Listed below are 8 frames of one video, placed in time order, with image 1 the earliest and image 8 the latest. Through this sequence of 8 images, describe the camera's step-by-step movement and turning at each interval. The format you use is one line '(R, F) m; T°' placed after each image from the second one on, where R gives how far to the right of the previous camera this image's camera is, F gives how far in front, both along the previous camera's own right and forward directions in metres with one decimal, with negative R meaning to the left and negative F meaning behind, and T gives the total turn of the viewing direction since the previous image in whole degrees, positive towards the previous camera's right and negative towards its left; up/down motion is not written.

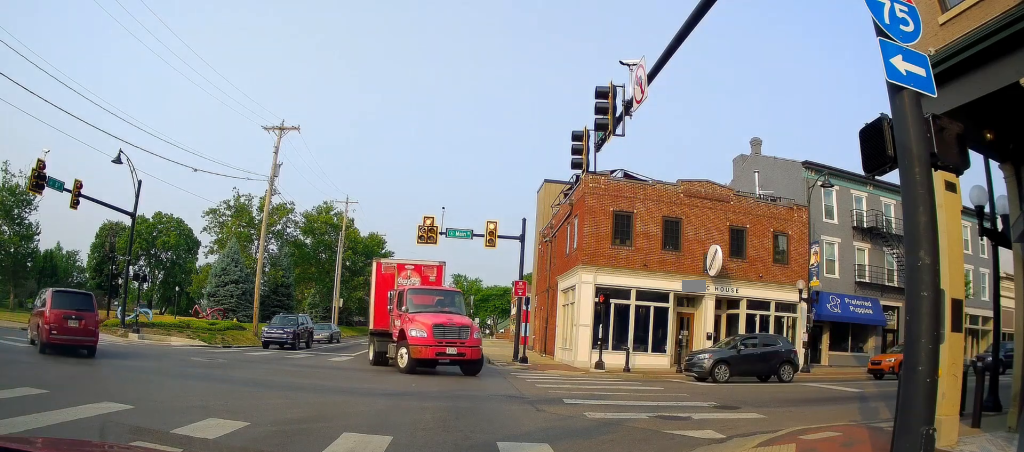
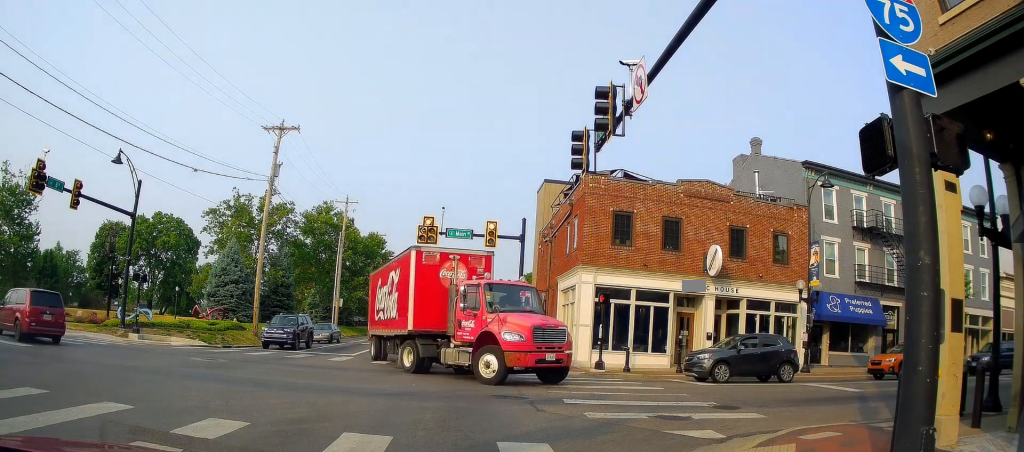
(0.0, 0.0) m; 0°
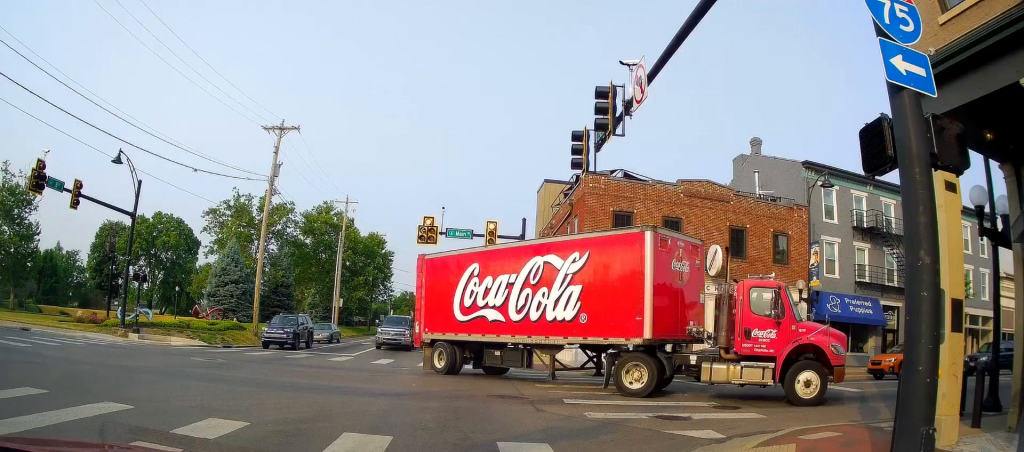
(0.0, 0.0) m; 0°
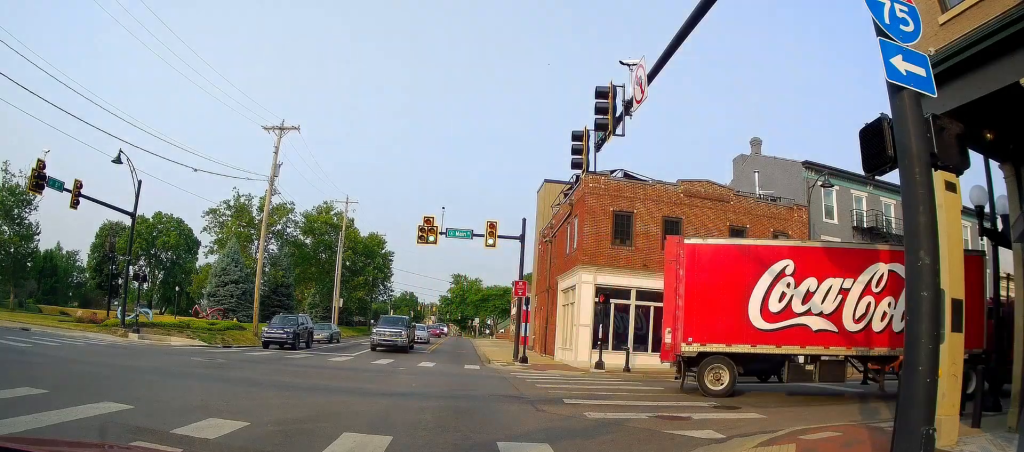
(0.0, 0.0) m; 0°
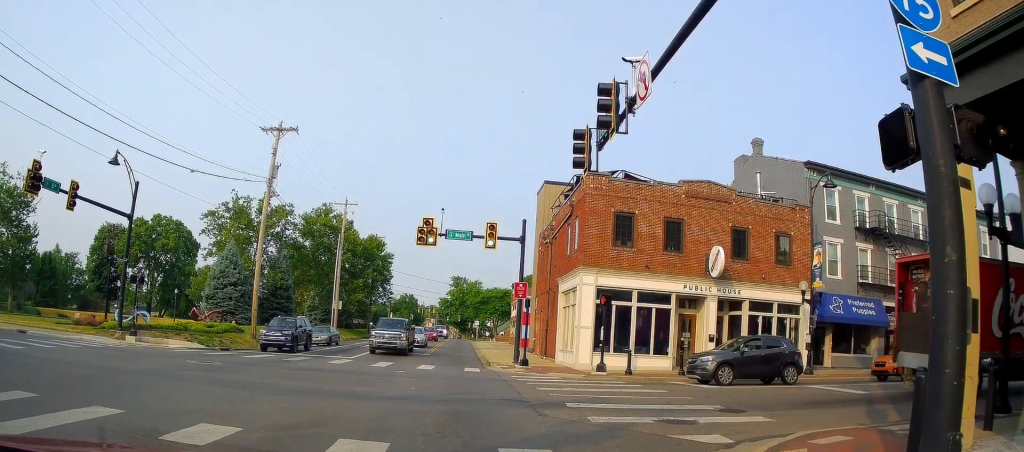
(0.0, 0.0) m; 0°
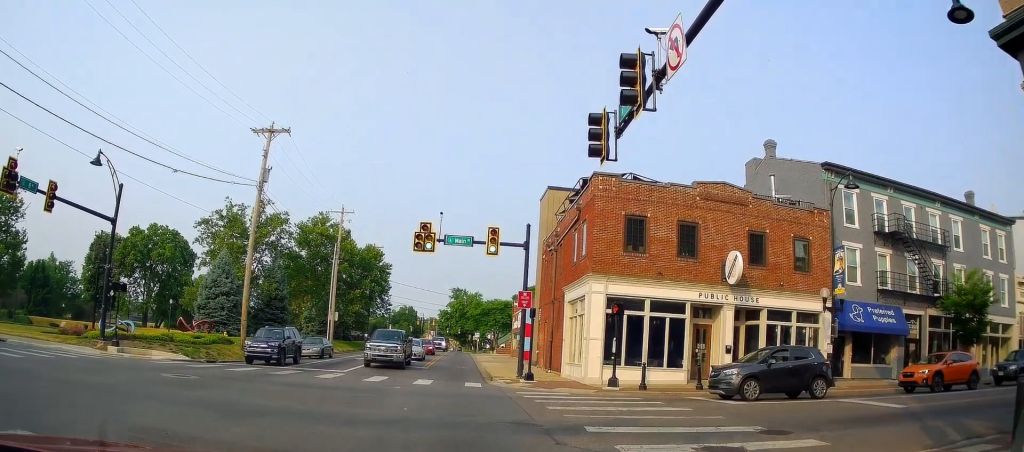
(-0.1, +0.3) m; -1°
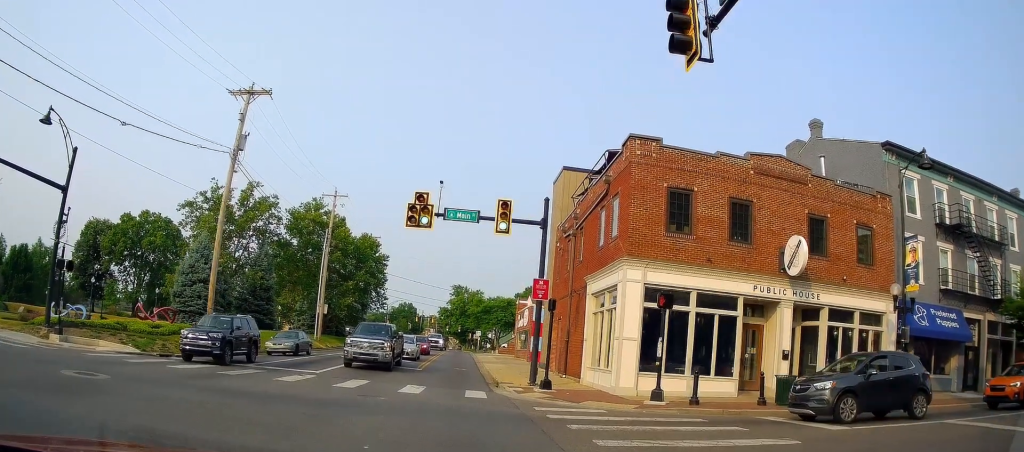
(-0.2, +2.1) m; -5°
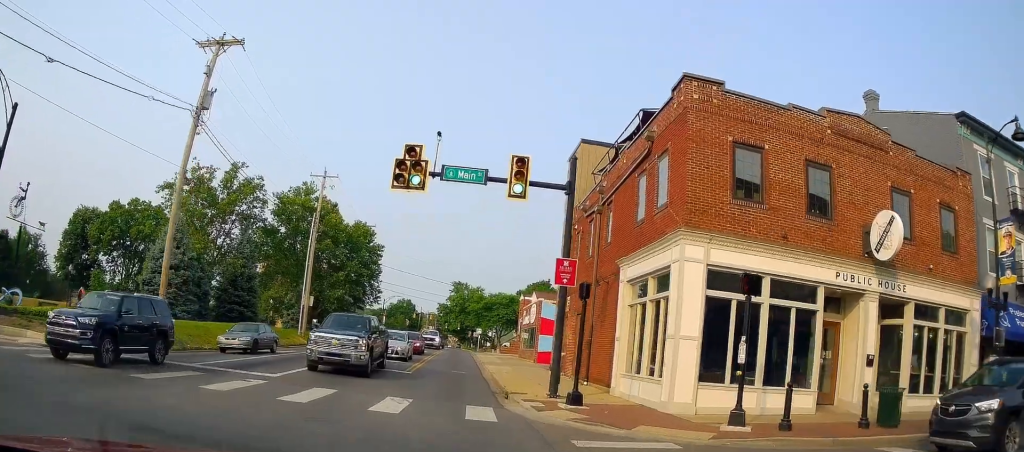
(0.0, +3.5) m; +2°
